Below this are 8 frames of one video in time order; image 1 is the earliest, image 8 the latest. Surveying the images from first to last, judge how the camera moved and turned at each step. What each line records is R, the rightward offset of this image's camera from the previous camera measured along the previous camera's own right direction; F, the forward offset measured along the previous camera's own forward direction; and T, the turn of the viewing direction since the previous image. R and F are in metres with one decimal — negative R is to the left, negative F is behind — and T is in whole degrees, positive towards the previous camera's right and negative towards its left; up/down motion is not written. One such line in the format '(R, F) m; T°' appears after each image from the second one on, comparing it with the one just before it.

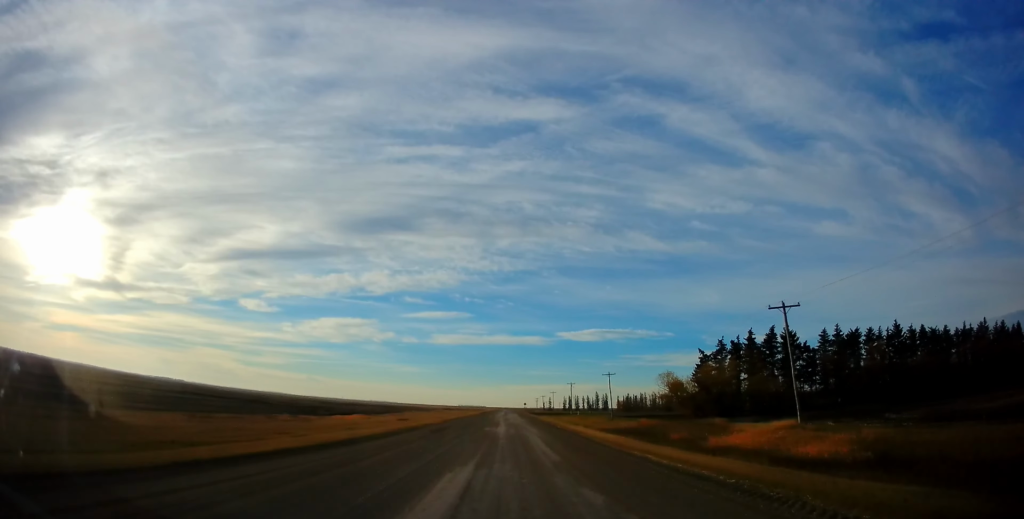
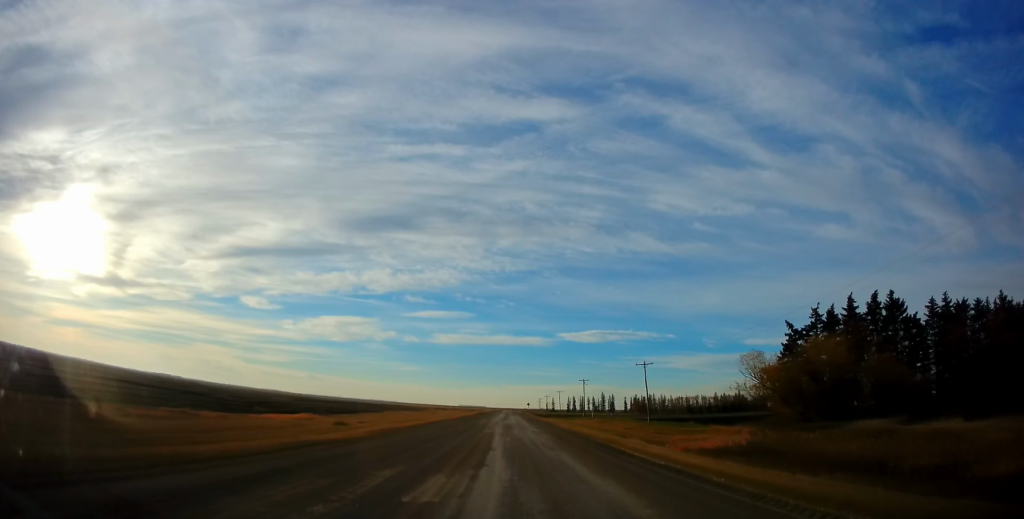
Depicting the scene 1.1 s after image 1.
(+0.2, +28.6) m; +1°
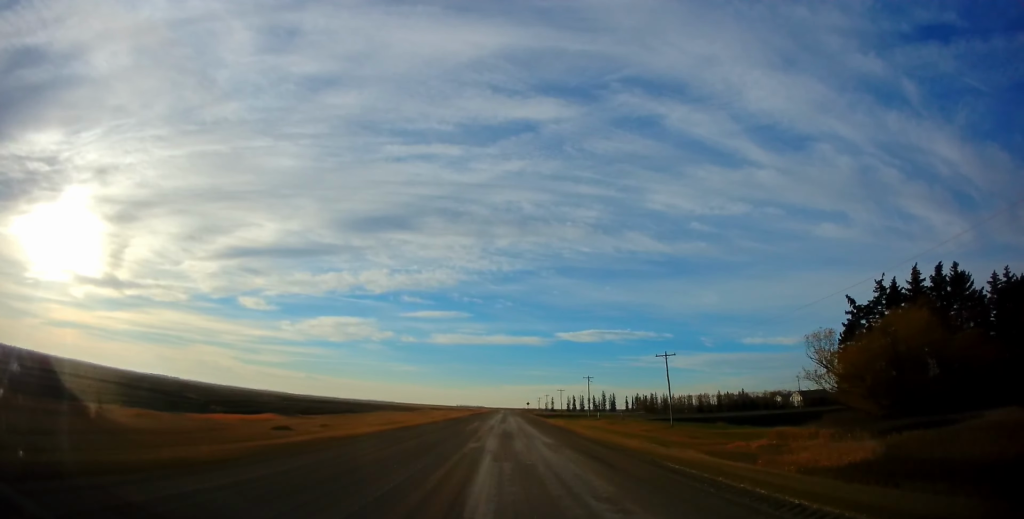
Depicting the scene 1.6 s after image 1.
(+0.1, +14.0) m; 0°
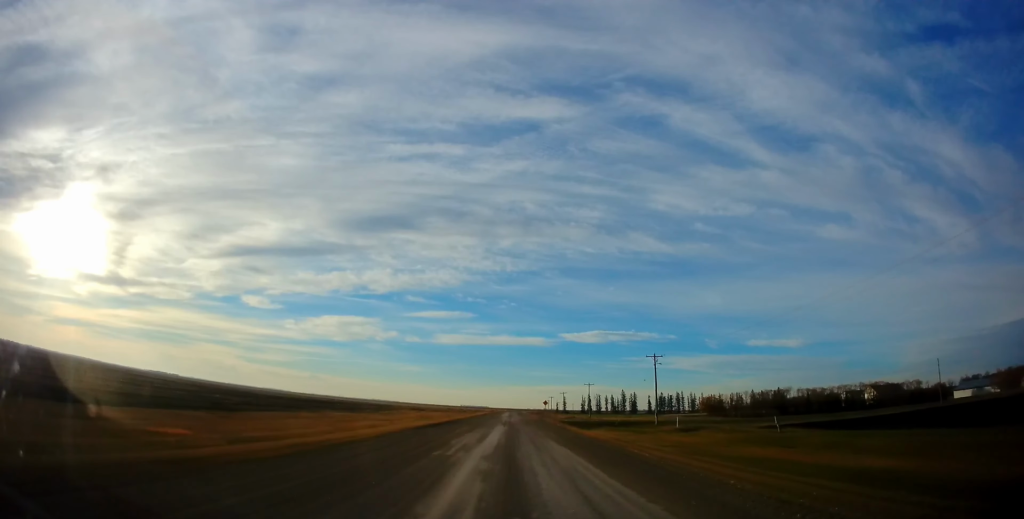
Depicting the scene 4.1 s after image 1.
(-0.4, +63.4) m; -1°
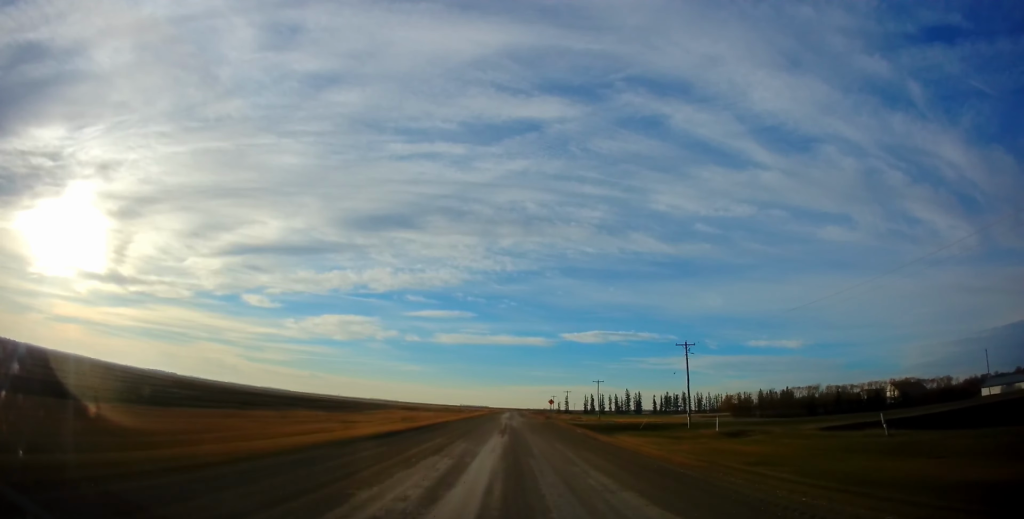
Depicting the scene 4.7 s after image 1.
(-0.2, +14.7) m; 0°
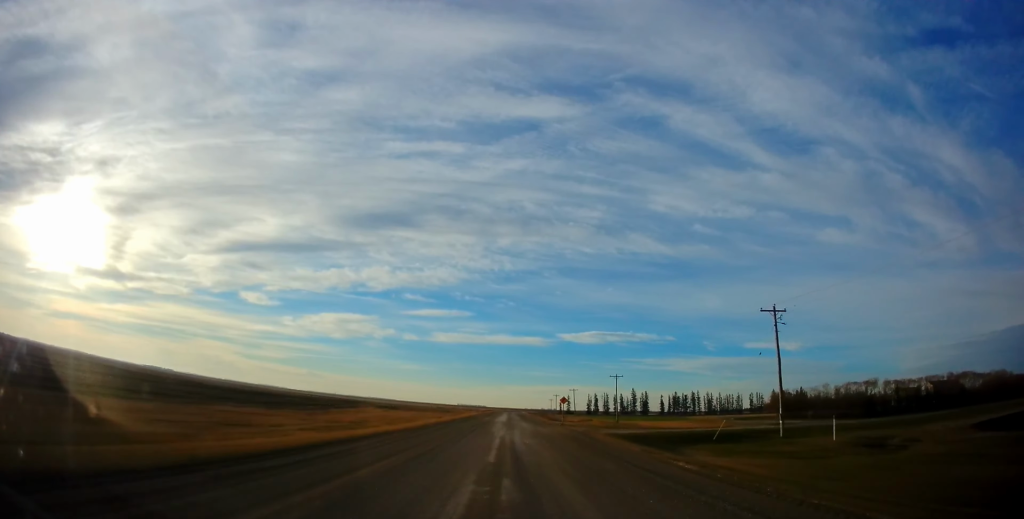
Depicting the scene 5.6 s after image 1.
(+0.3, +23.4) m; +1°
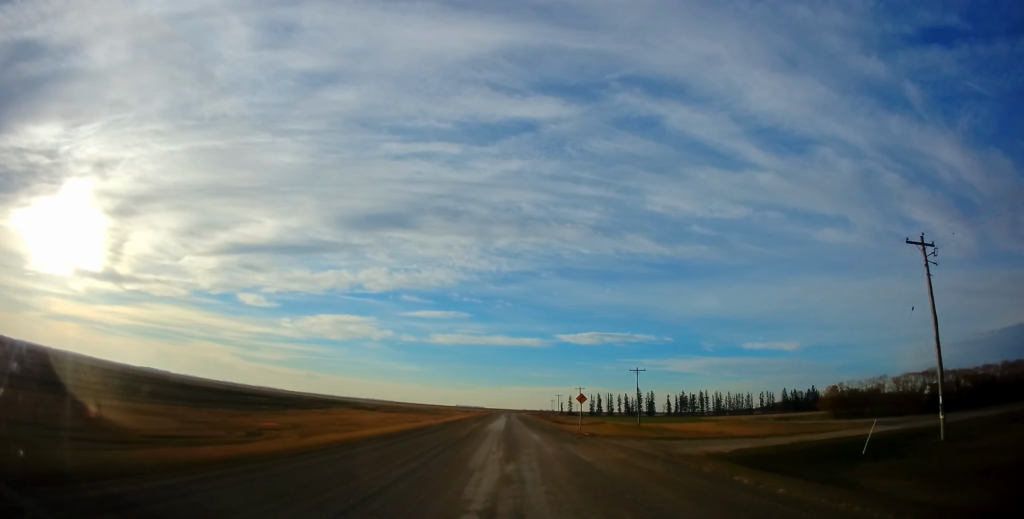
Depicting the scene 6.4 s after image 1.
(+0.1, +18.4) m; 0°
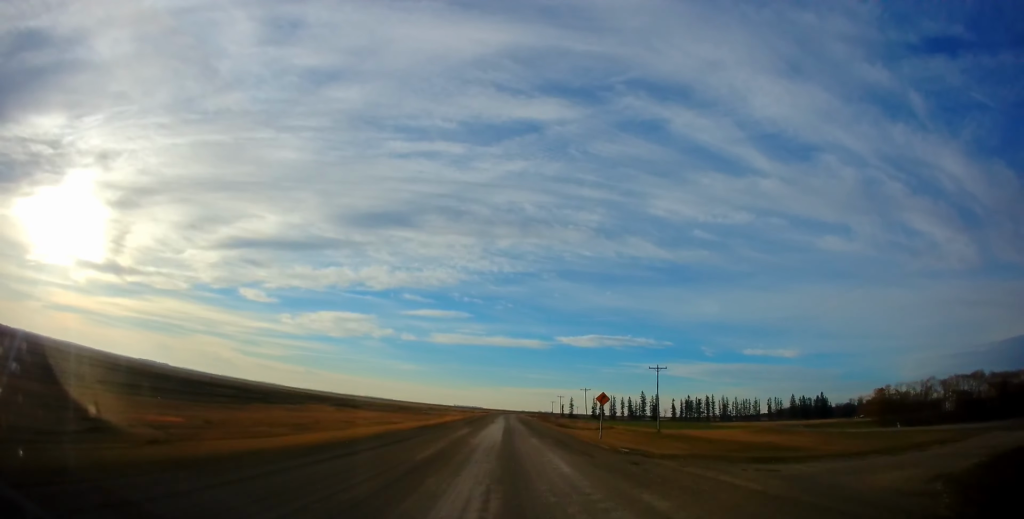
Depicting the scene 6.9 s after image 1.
(-0.1, +11.9) m; 0°
